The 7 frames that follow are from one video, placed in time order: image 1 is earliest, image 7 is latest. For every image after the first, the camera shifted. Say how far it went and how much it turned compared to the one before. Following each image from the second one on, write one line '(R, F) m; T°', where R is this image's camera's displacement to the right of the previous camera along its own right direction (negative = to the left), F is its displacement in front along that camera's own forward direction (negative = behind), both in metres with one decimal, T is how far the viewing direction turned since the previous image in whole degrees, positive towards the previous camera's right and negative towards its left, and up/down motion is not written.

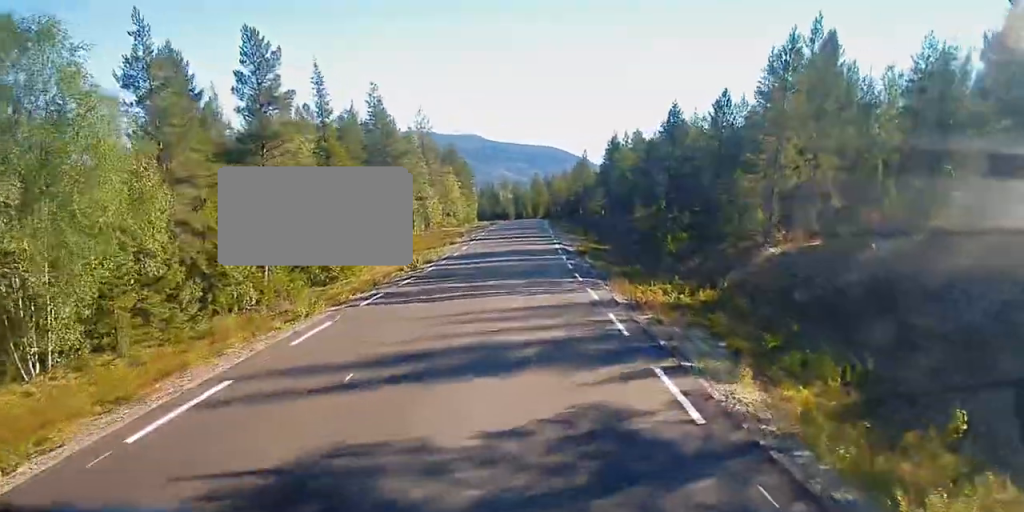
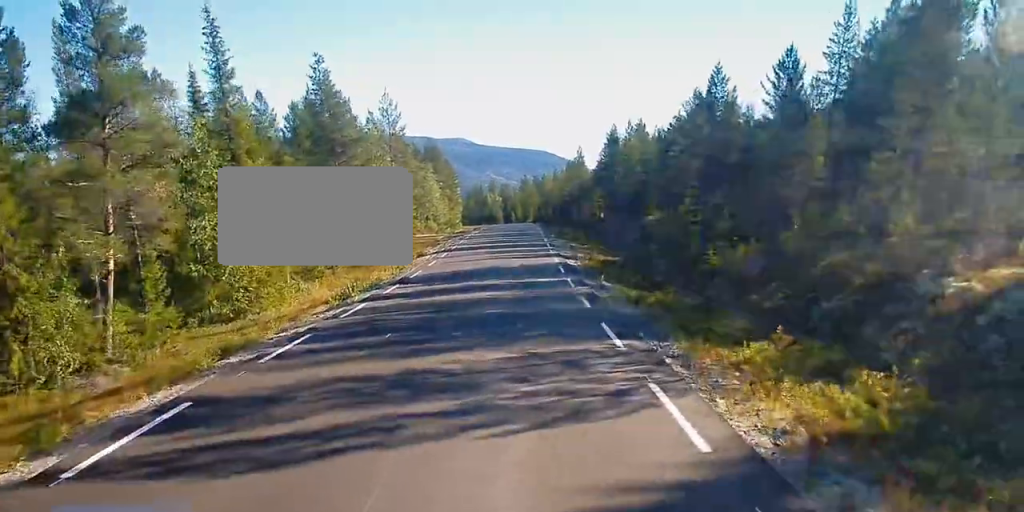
(0.0, +12.9) m; +3°
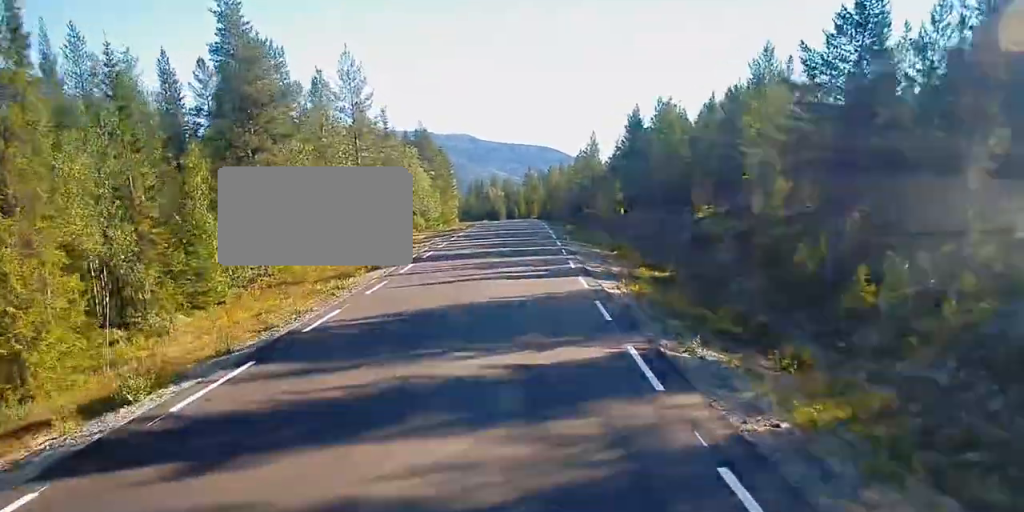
(+0.7, +15.3) m; +2°
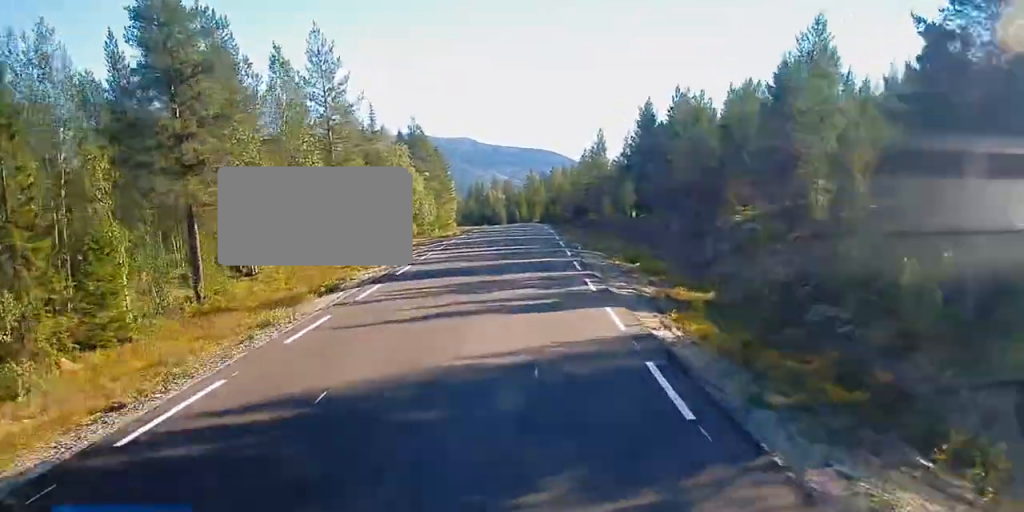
(-0.1, +7.4) m; -1°
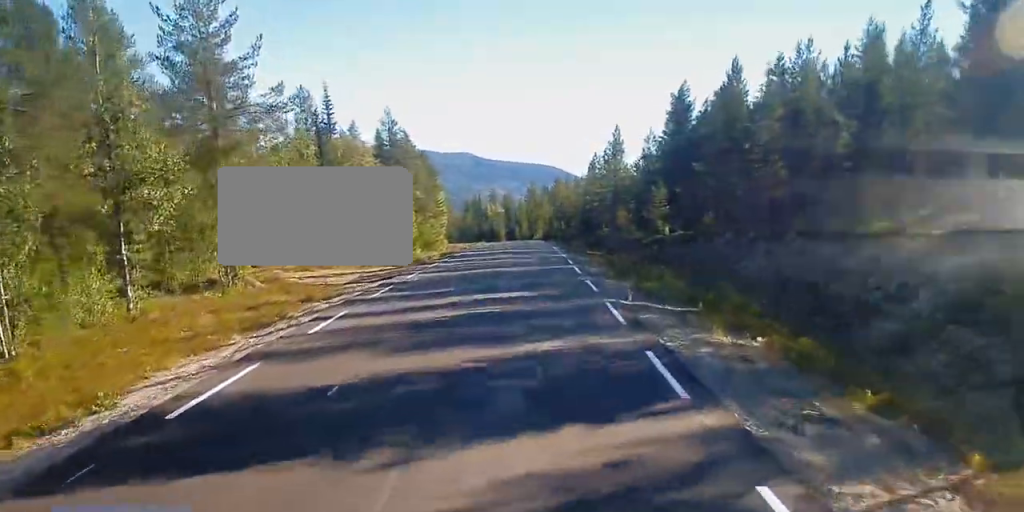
(-0.1, +16.8) m; 0°
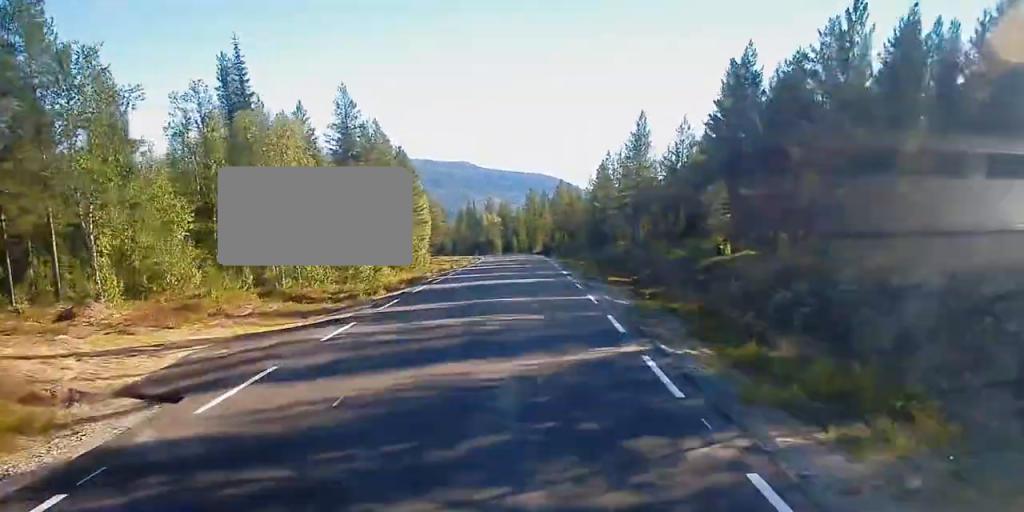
(+0.1, +17.4) m; +1°
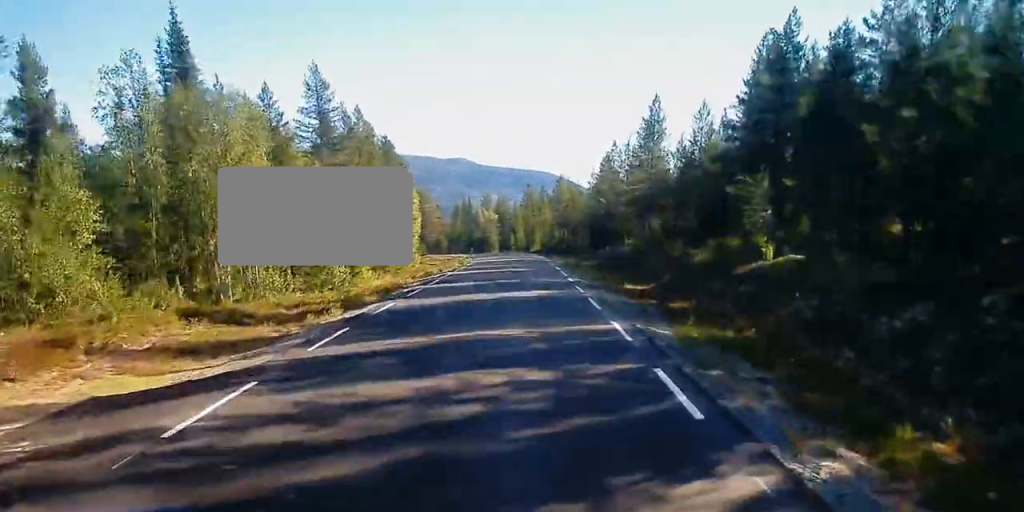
(0.0, +7.0) m; 0°
